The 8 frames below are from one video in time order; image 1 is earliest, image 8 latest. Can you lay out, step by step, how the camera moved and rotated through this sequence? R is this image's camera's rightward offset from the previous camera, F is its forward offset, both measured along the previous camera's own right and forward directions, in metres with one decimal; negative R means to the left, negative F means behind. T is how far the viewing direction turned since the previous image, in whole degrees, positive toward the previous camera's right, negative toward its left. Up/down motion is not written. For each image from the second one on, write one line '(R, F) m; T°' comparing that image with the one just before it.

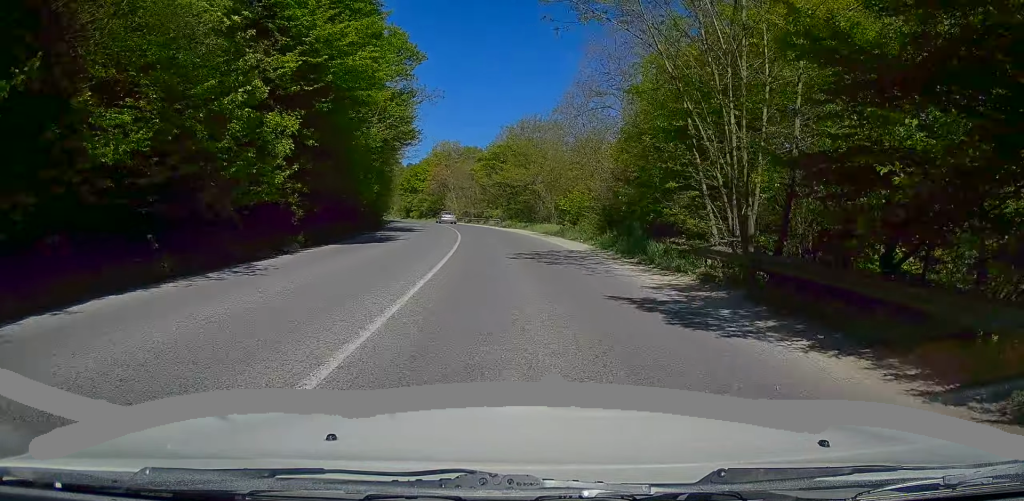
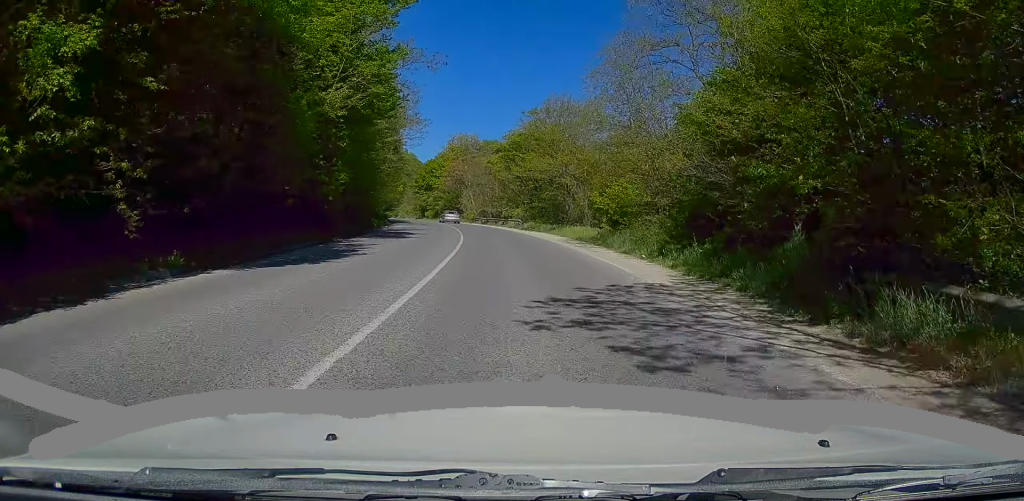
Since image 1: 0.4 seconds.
(-0.4, +9.0) m; -2°
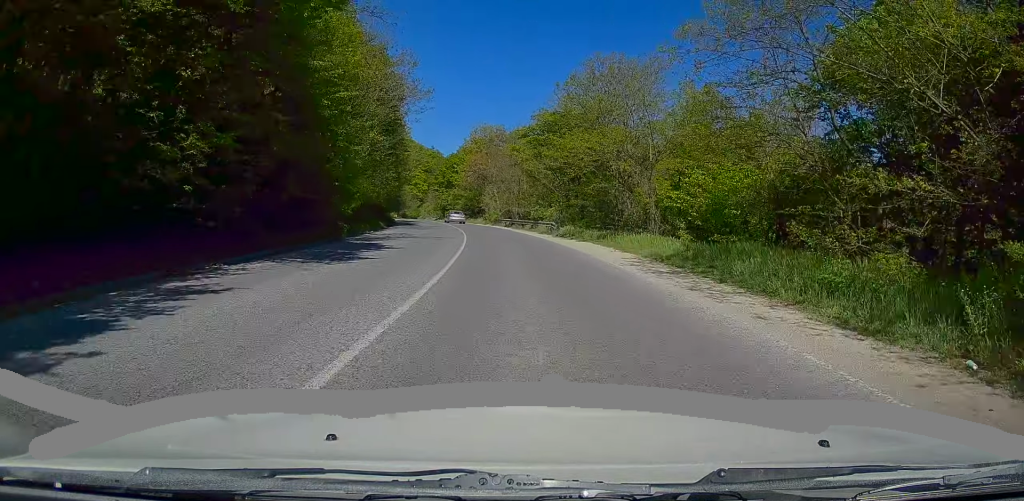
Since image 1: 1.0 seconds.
(-0.2, +11.9) m; -2°
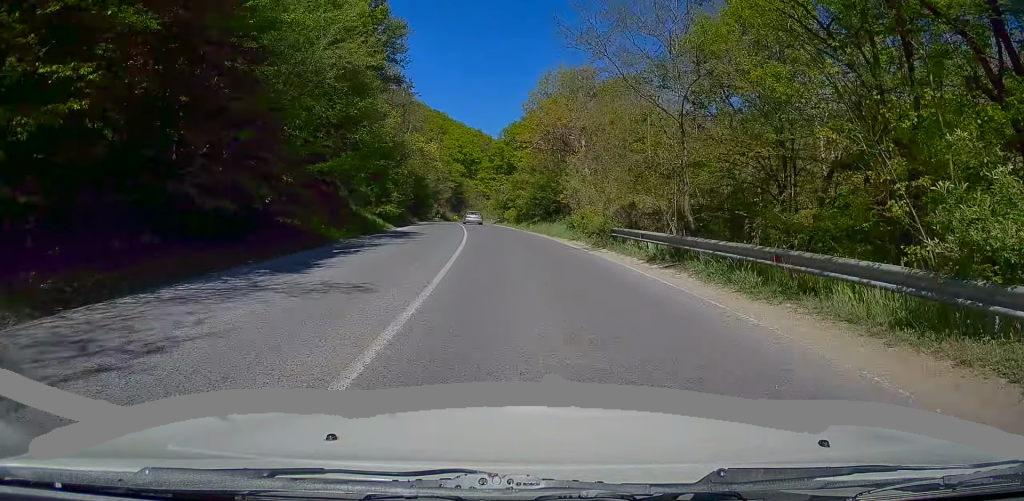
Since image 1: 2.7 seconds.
(-1.6, +36.7) m; -6°
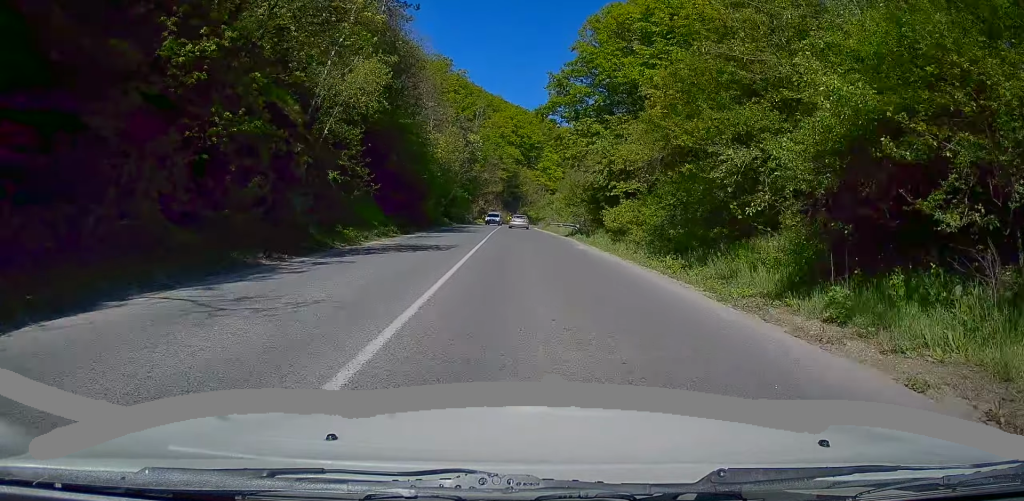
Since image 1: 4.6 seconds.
(-2.4, +39.5) m; -6°
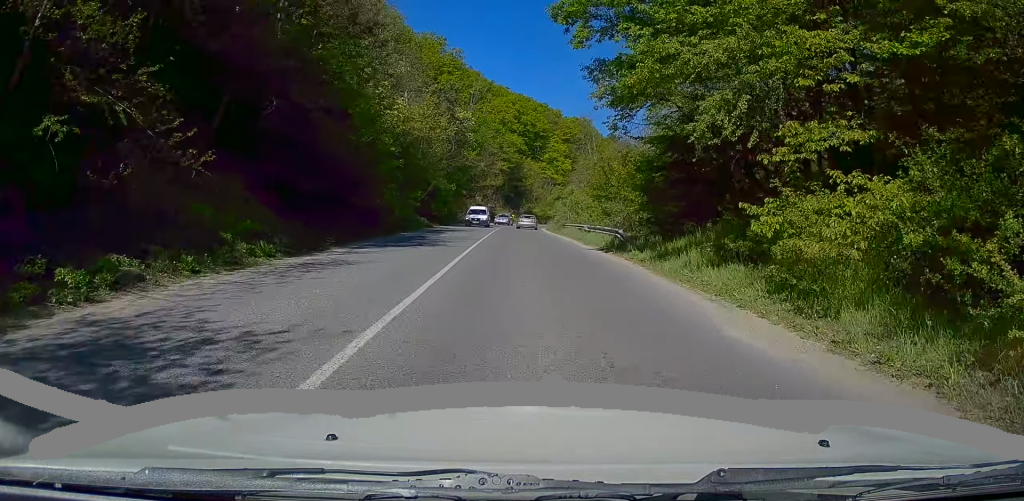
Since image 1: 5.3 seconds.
(-0.3, +15.8) m; -1°
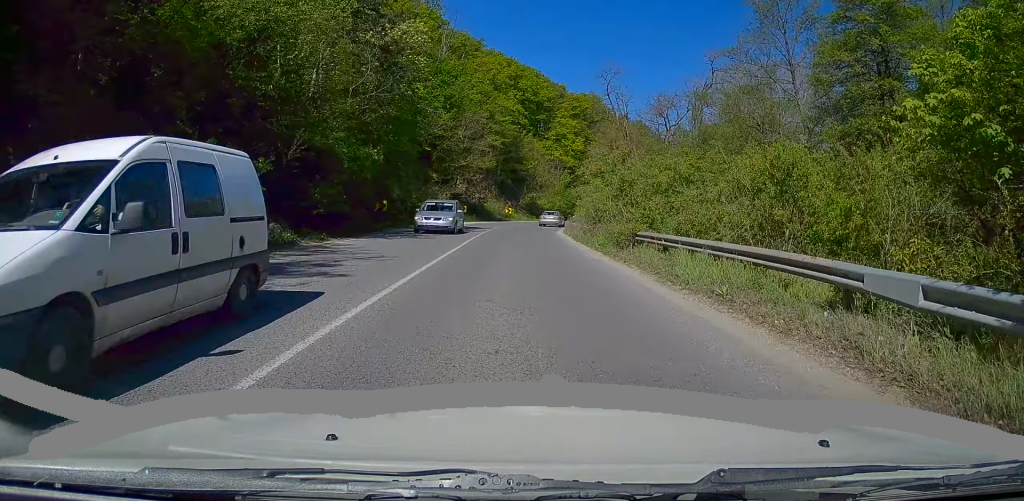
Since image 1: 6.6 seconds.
(-0.3, +27.5) m; -1°
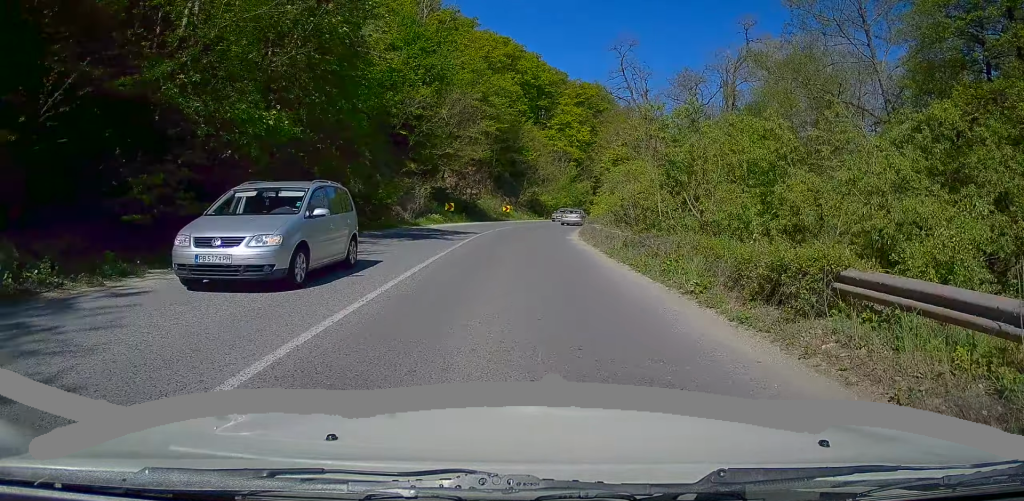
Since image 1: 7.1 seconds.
(0.0, +10.8) m; 0°
